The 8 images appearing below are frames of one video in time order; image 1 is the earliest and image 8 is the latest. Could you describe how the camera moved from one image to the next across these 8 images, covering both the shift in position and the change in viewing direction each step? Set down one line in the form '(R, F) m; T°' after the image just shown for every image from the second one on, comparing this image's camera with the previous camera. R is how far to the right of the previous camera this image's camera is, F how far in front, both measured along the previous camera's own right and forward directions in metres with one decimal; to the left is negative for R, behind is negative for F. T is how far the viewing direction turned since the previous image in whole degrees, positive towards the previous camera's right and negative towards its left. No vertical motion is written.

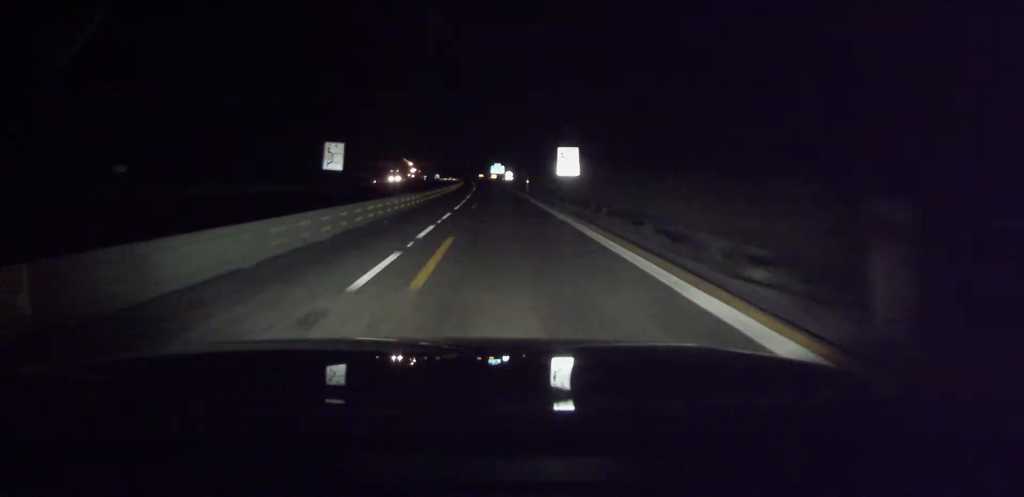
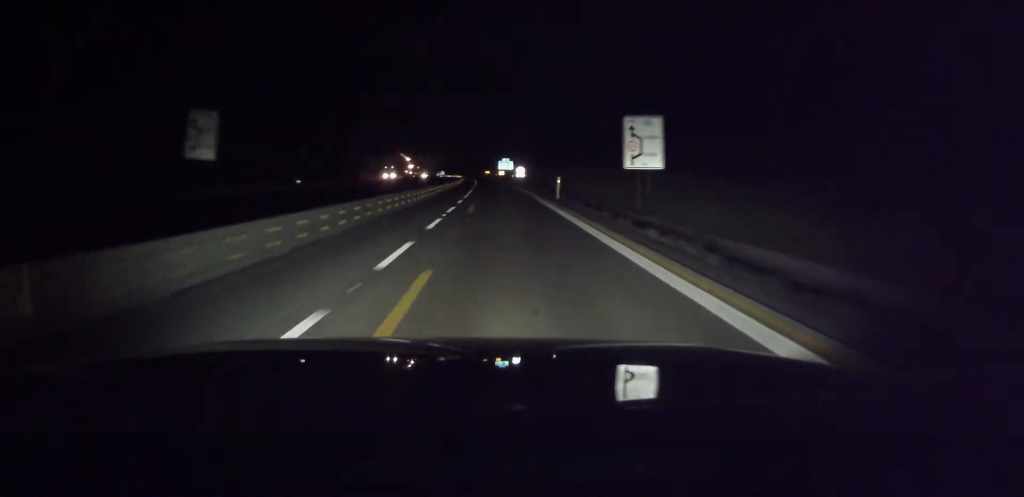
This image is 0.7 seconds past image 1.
(+0.3, +26.0) m; 0°
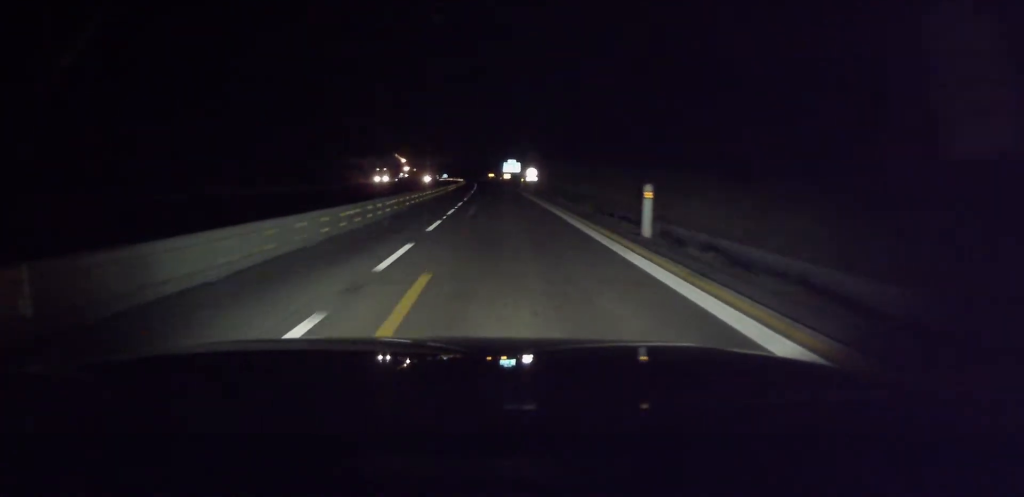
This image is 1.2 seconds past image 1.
(-0.3, +19.9) m; 0°
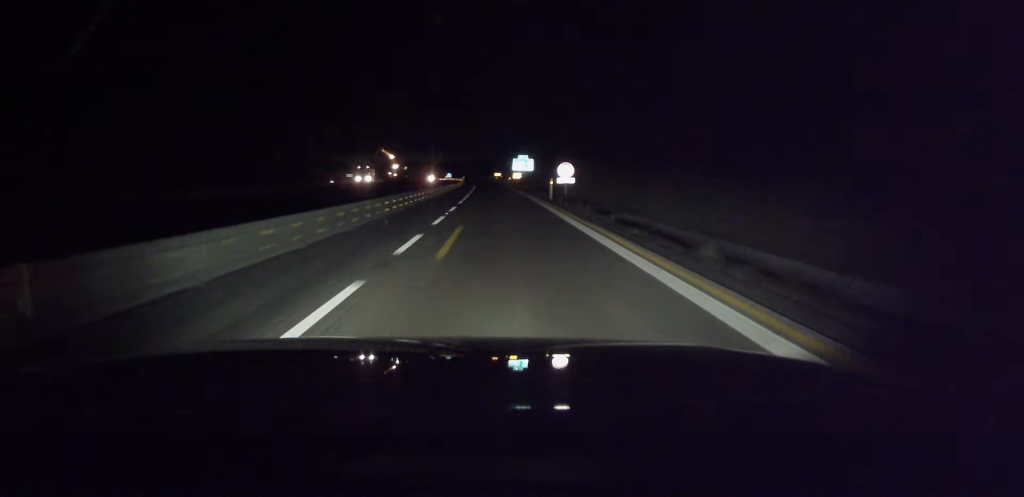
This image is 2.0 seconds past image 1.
(-0.1, +30.5) m; -1°
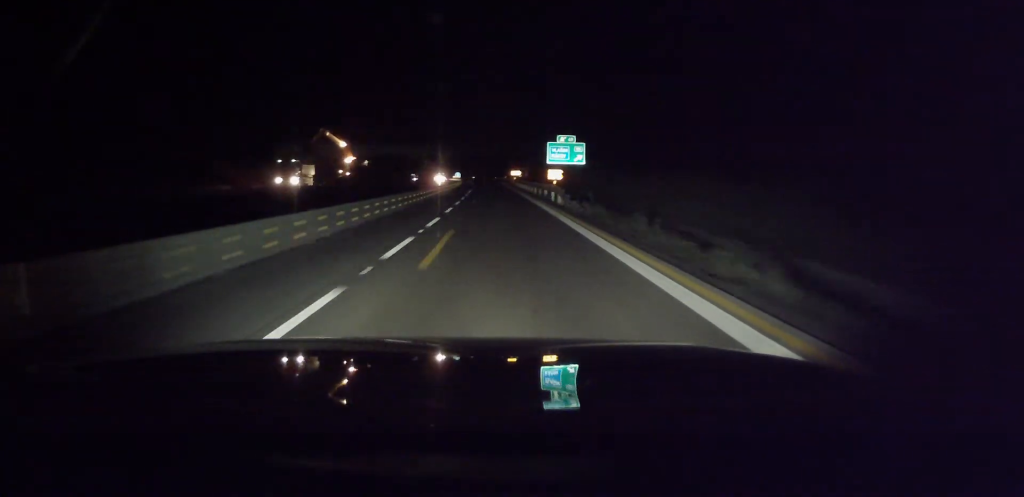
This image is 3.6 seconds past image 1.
(-1.0, +57.0) m; -2°
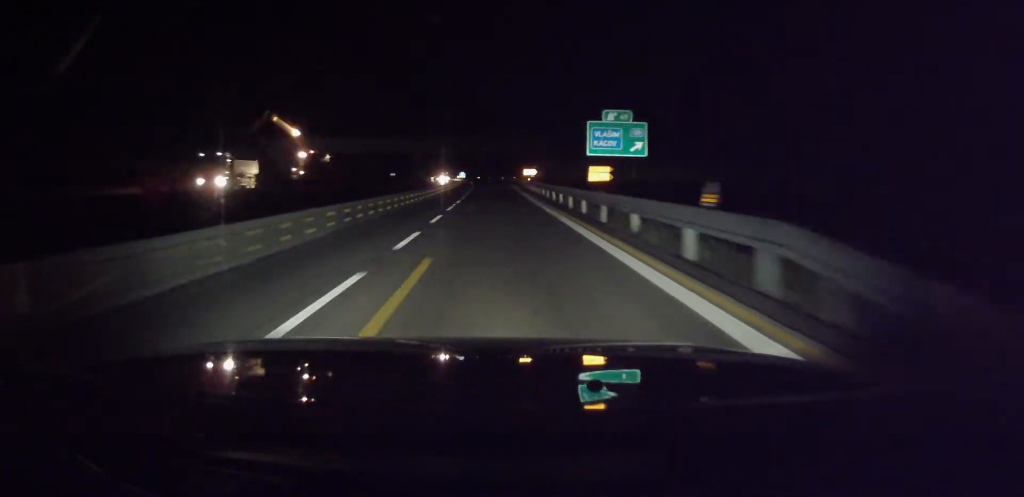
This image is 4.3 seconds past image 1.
(-0.2, +23.3) m; 0°
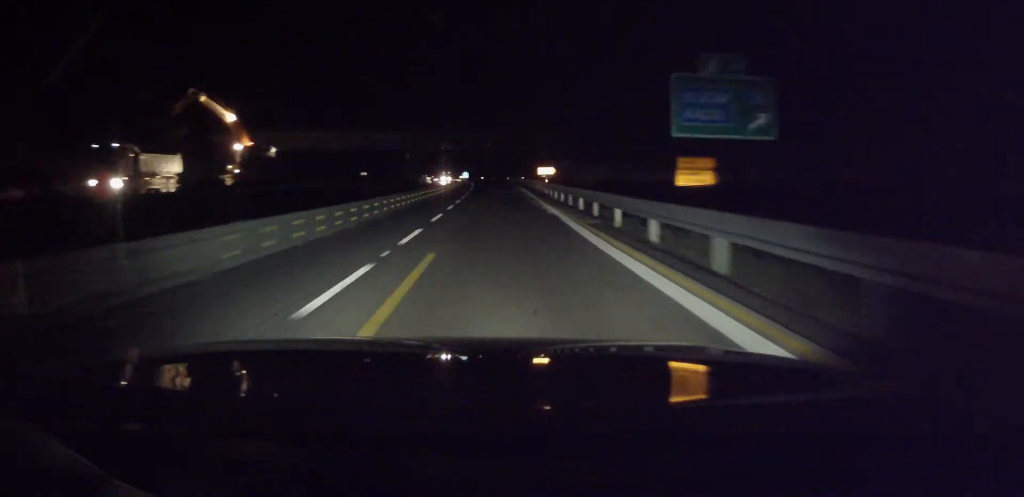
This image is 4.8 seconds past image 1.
(0.0, +17.4) m; 0°
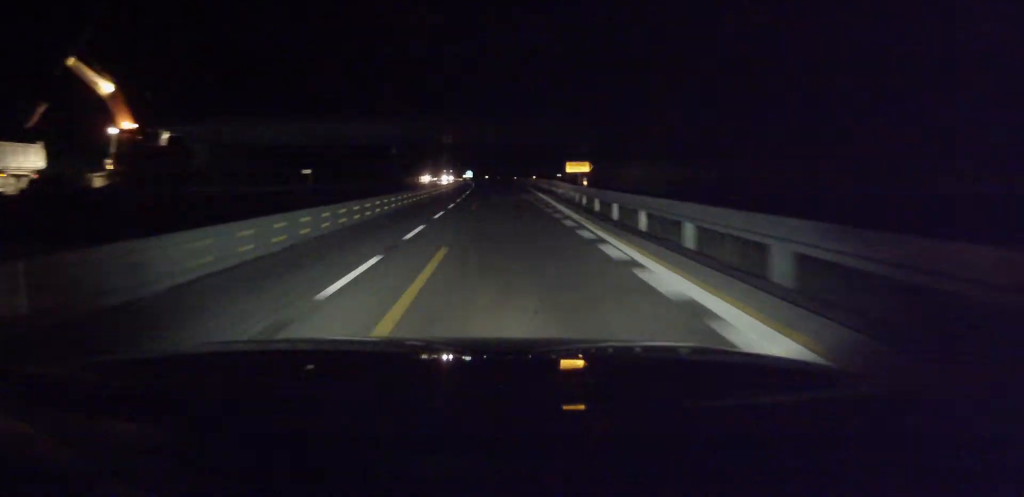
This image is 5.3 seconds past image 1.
(+0.1, +17.5) m; -1°
